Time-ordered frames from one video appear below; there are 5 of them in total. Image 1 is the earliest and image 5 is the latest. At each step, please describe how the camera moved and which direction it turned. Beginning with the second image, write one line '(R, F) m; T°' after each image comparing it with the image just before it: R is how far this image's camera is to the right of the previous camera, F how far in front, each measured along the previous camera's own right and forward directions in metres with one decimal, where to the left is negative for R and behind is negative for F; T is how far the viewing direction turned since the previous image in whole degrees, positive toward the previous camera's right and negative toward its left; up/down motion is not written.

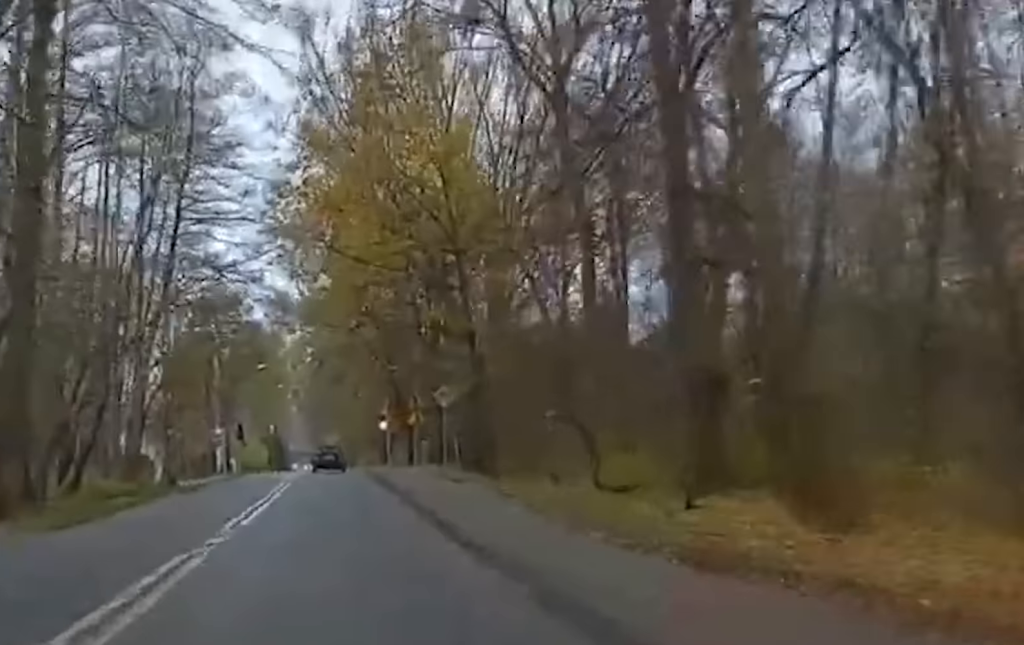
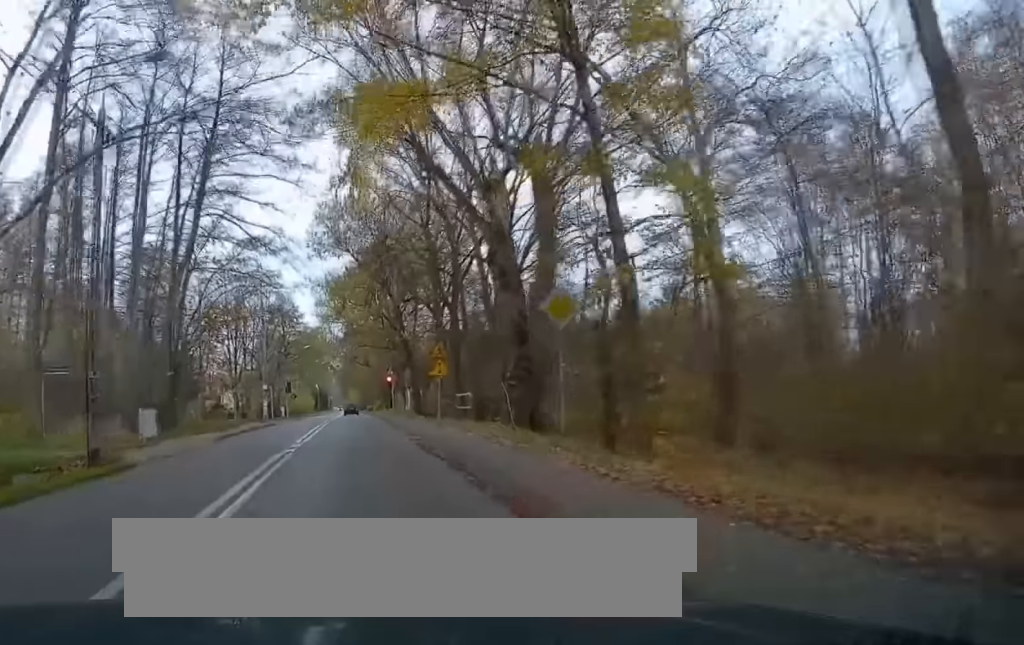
(-0.3, +43.3) m; -1°
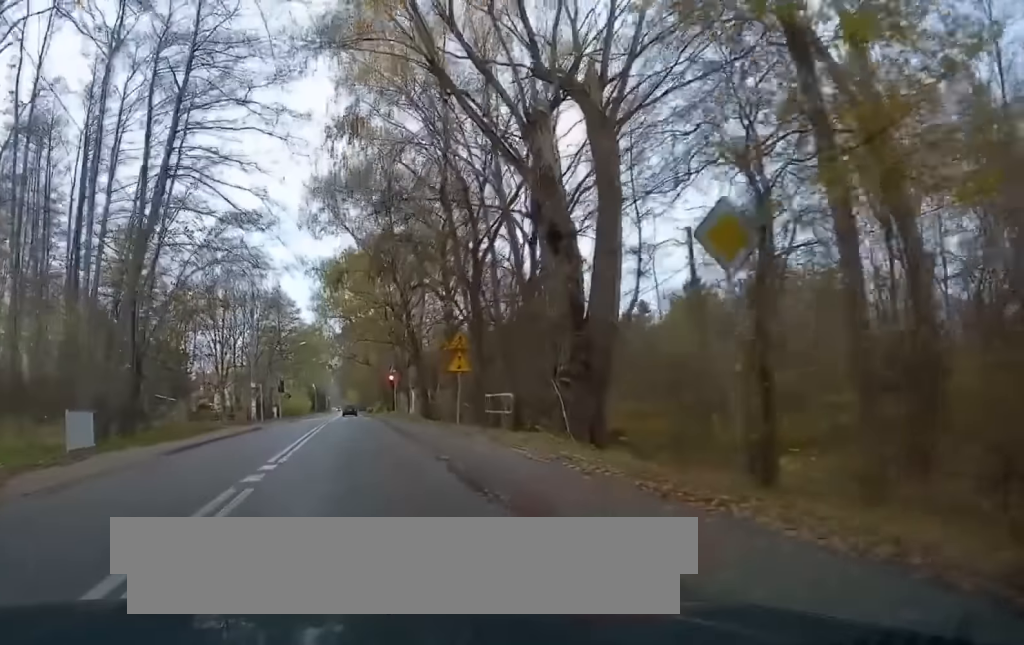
(-0.1, +6.8) m; +1°
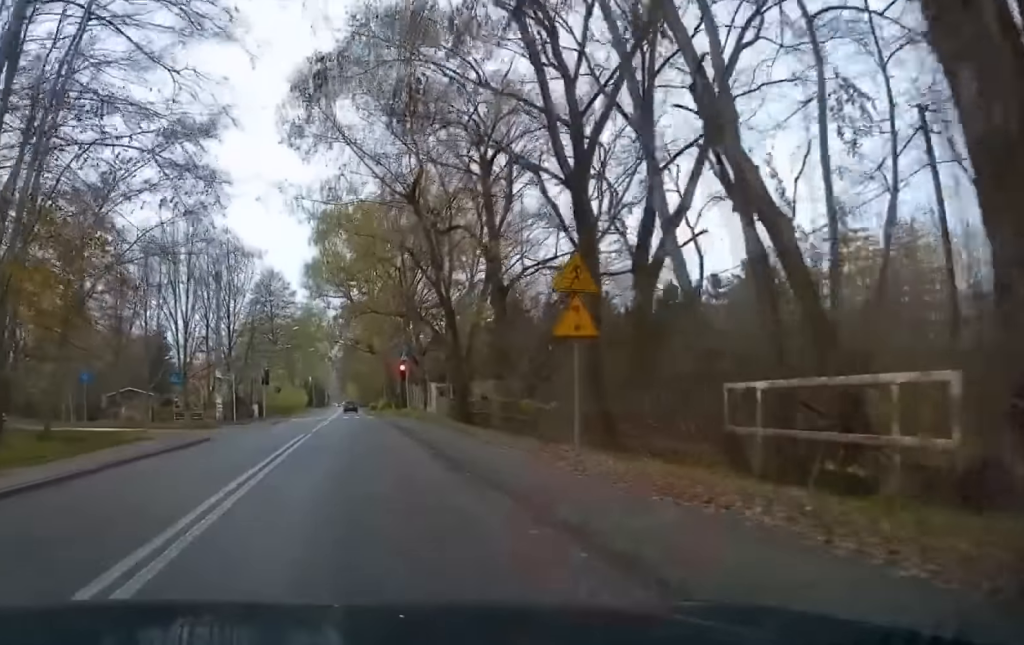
(+0.4, +14.8) m; 0°
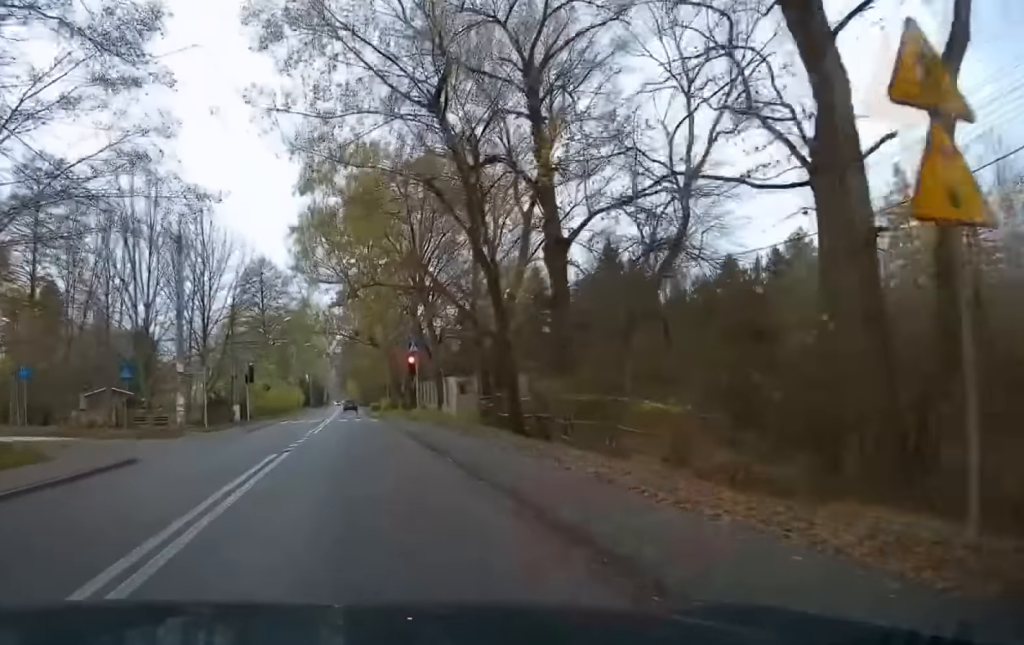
(-0.4, +10.0) m; 0°
